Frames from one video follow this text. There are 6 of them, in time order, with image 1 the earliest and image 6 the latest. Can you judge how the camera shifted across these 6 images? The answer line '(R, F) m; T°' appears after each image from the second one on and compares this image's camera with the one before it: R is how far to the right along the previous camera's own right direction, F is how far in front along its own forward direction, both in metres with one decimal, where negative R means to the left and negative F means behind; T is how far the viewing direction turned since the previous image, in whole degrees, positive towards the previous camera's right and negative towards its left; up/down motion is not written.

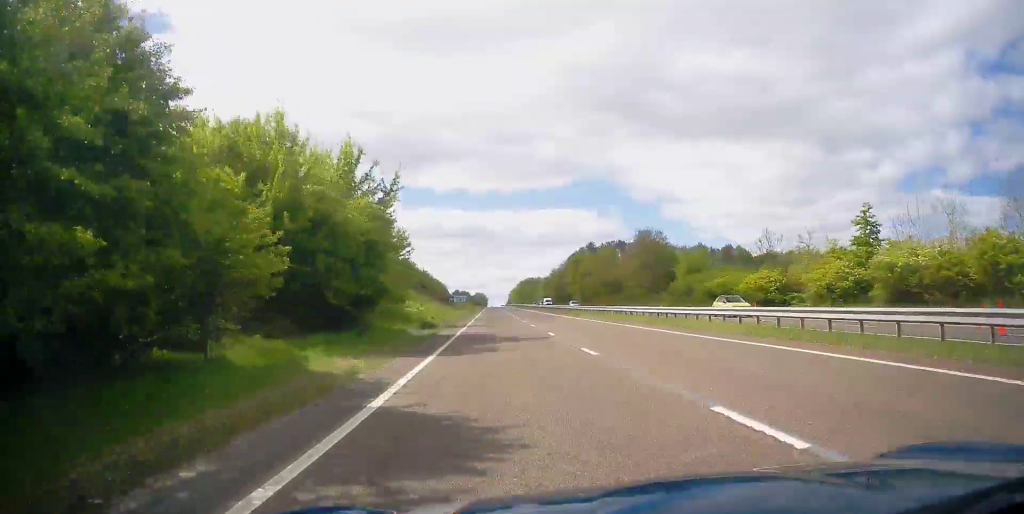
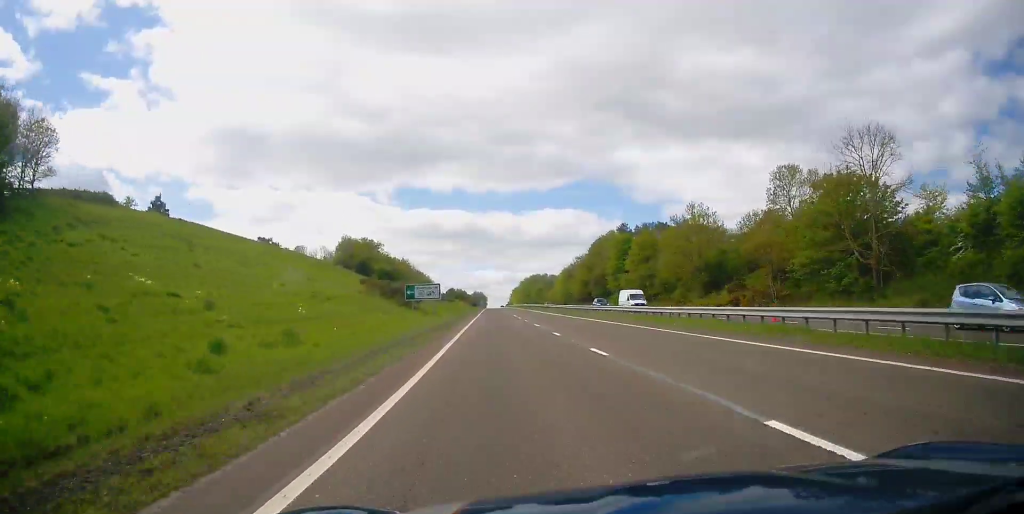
(-0.5, +55.7) m; -1°
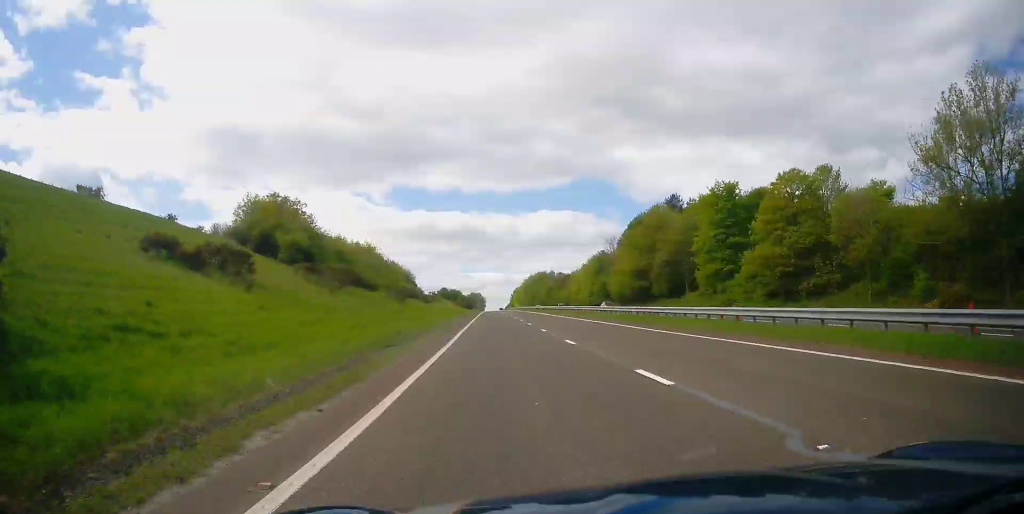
(-0.1, +50.3) m; 0°
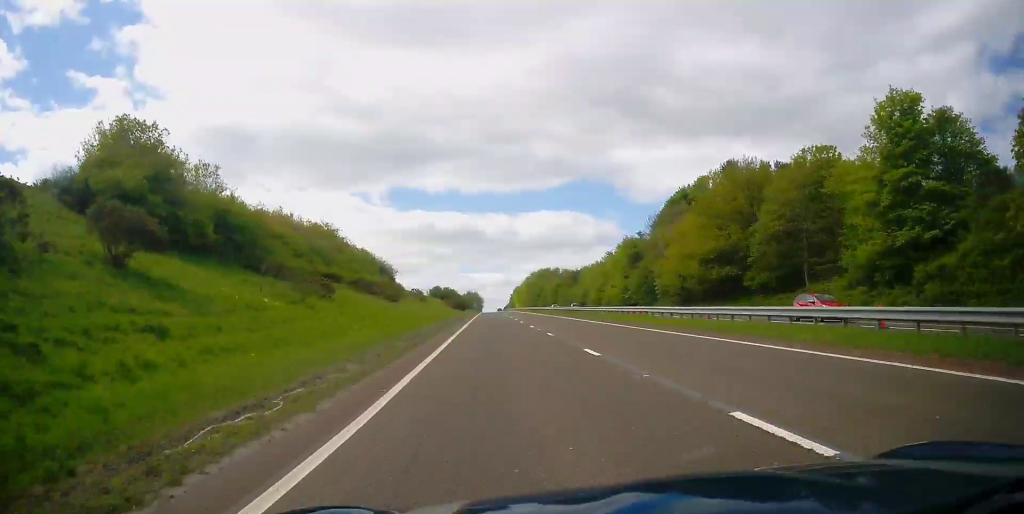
(+0.3, +31.4) m; 0°
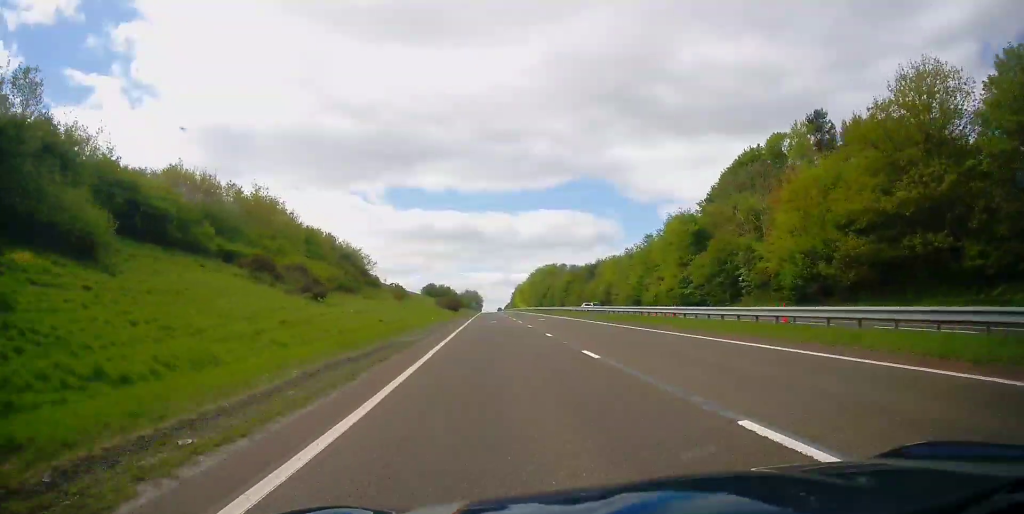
(-0.2, +28.1) m; 0°
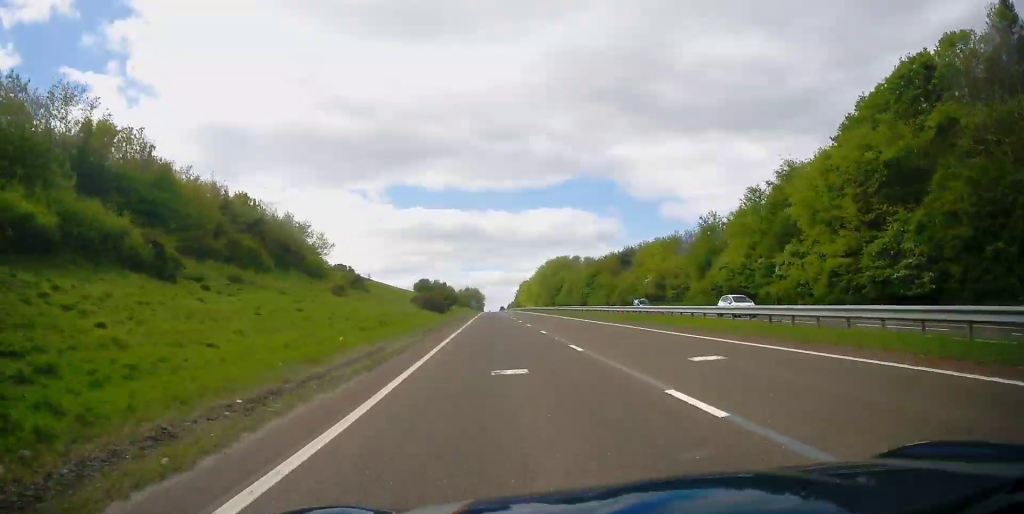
(+0.2, +34.9) m; 0°
